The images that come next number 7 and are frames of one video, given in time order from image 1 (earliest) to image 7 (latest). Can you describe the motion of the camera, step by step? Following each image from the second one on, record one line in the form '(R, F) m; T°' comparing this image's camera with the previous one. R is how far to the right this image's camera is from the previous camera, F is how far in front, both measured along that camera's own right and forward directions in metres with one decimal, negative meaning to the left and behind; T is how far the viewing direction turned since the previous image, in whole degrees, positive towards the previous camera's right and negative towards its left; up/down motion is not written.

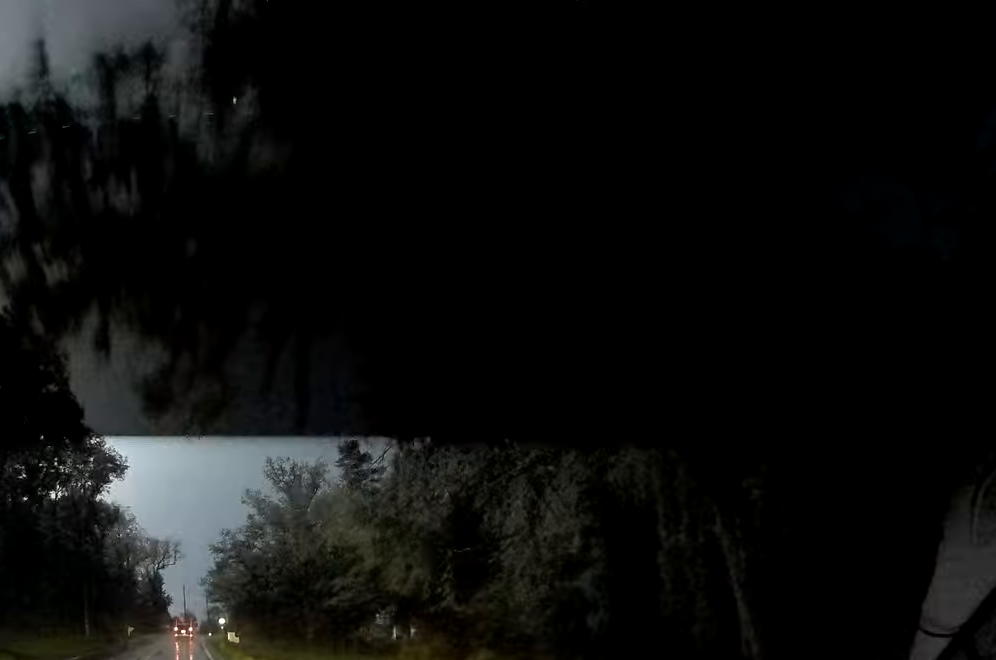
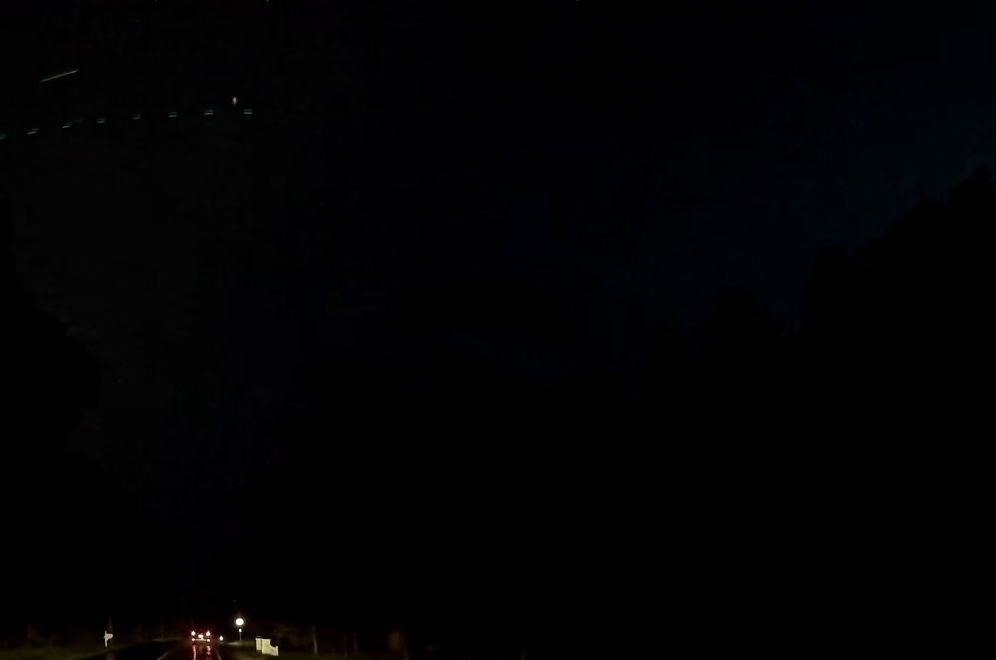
(-0.3, +29.3) m; 0°
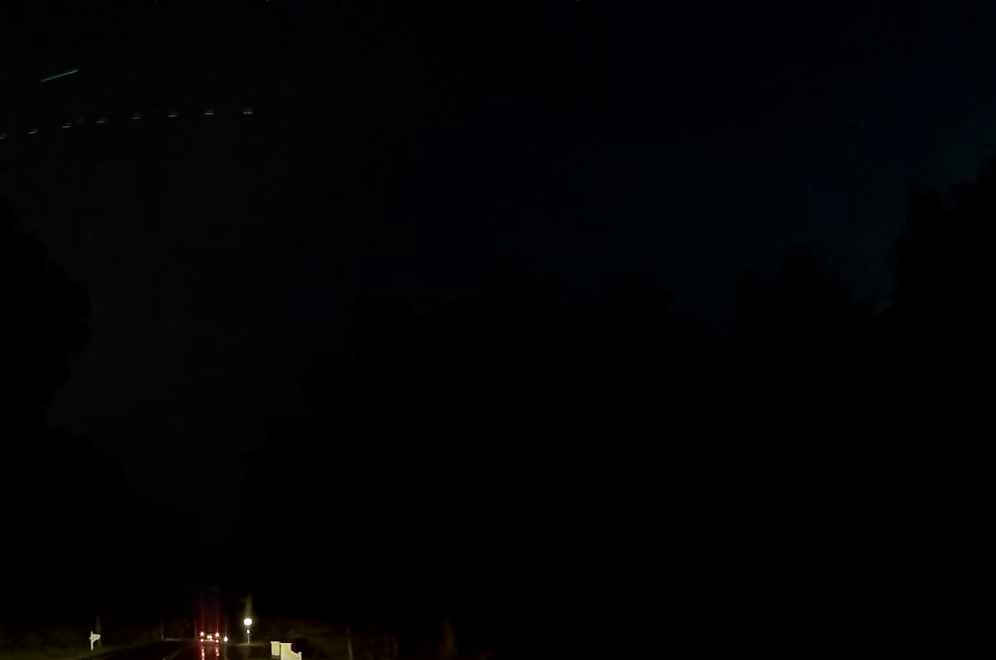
(+0.2, +9.2) m; 0°
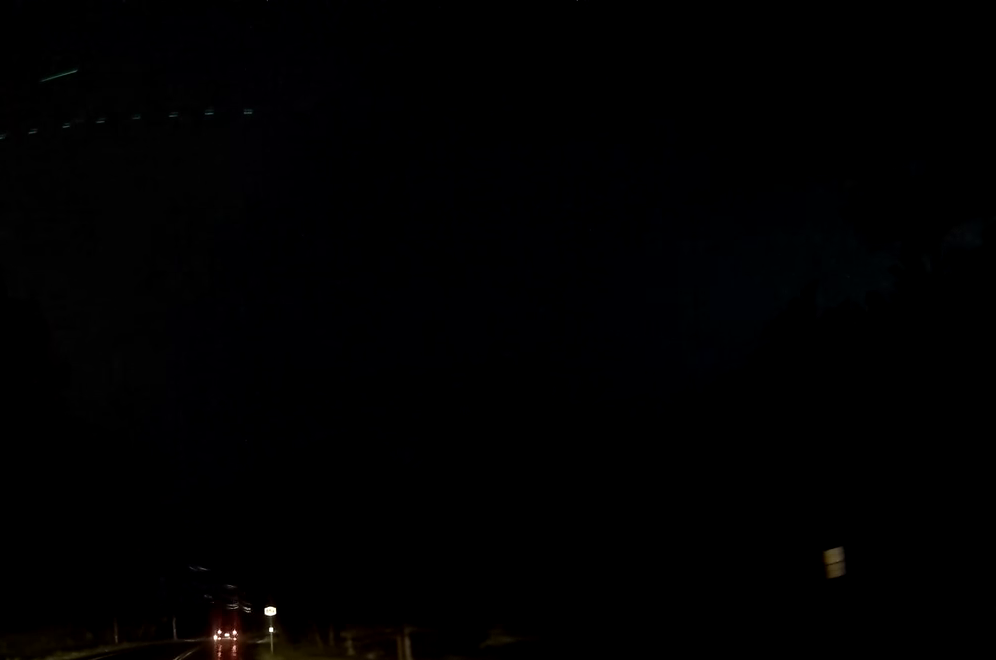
(0.0, +39.5) m; +2°
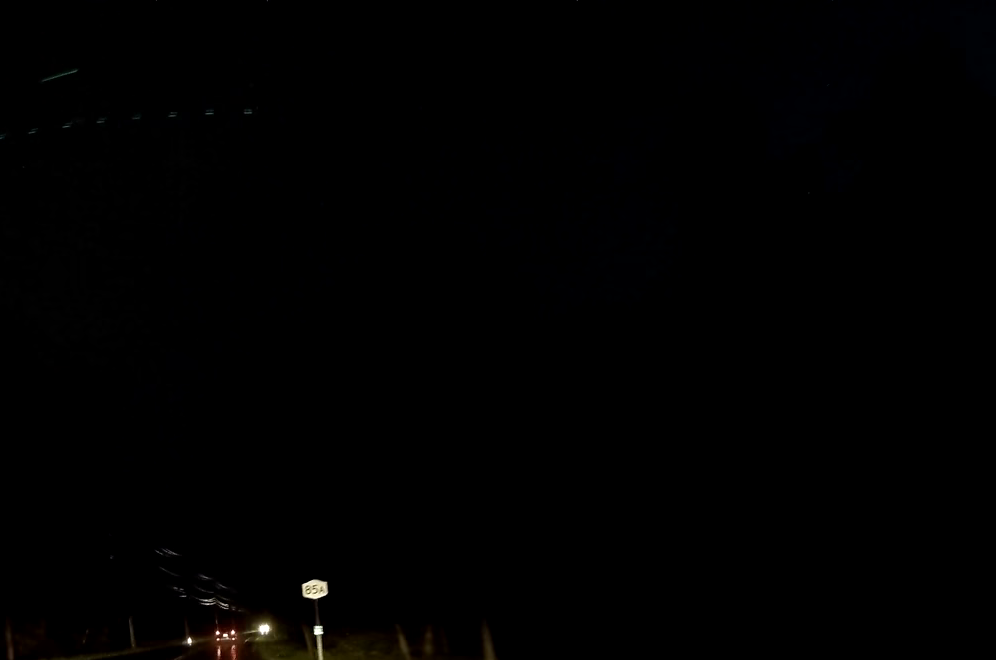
(+0.5, +25.0) m; +1°
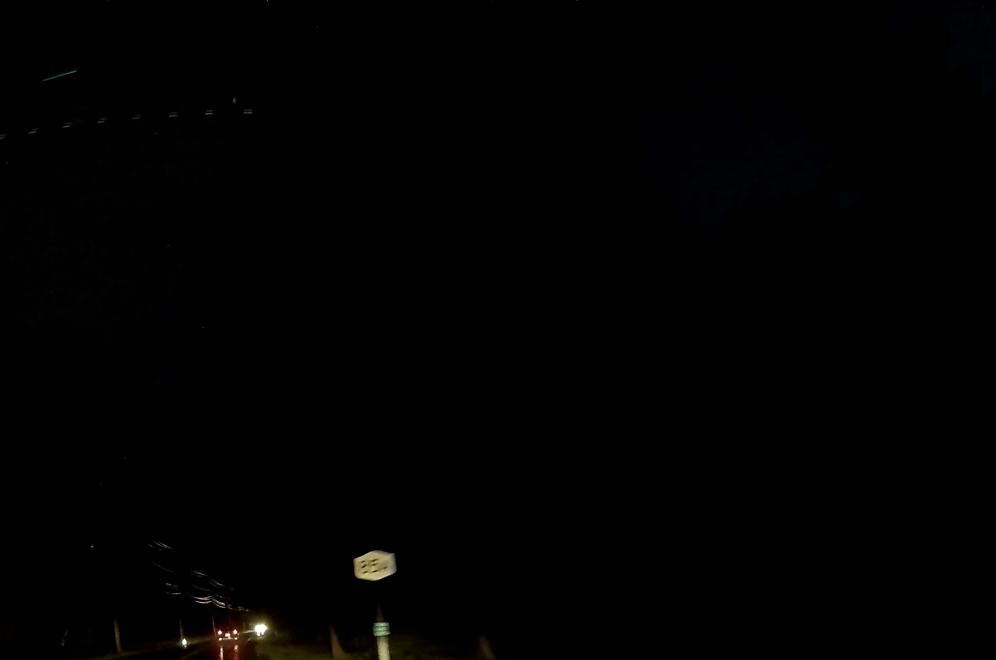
(0.0, +7.4) m; 0°
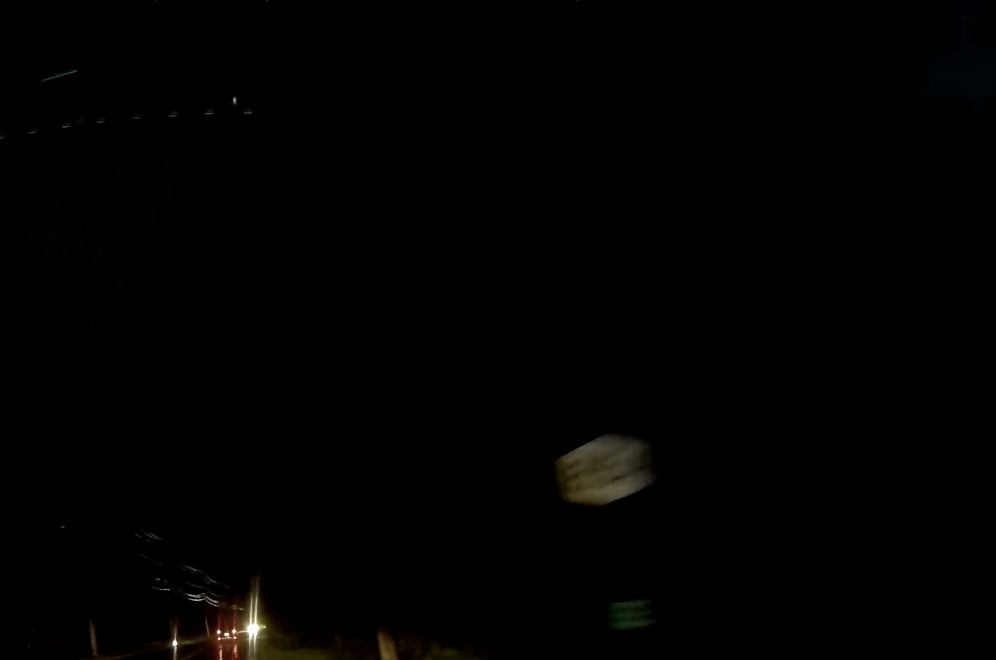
(0.0, +8.2) m; +1°
